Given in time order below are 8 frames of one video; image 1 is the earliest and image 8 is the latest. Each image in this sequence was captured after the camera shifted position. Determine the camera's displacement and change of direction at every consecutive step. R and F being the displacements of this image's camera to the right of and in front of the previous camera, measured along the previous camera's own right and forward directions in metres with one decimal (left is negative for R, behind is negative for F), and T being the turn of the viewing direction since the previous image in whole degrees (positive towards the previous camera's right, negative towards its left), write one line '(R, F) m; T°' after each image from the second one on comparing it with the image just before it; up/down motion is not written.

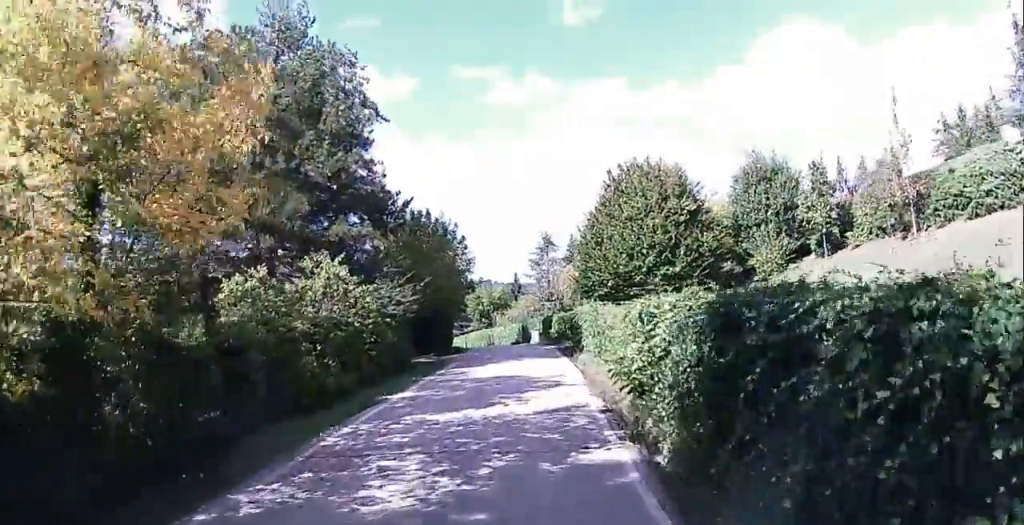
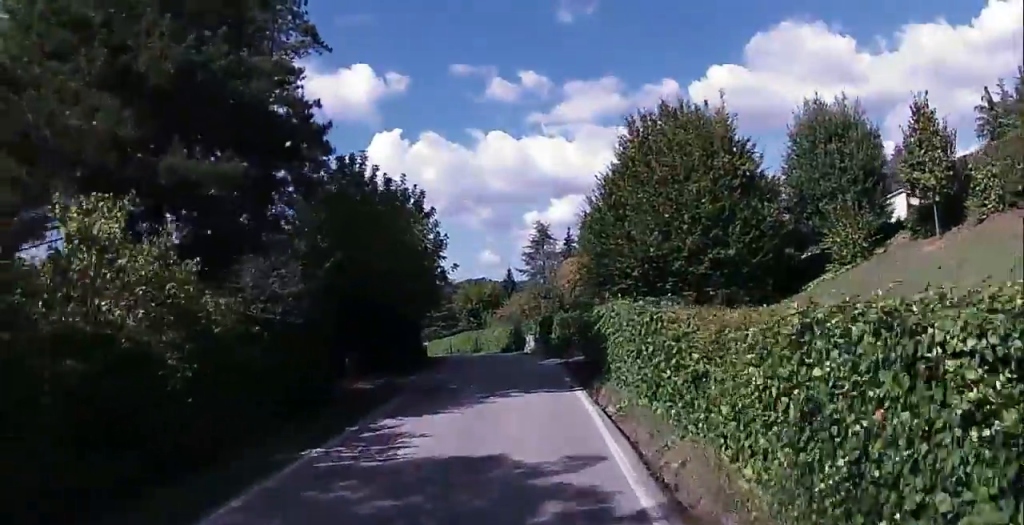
(0.0, +10.8) m; 0°
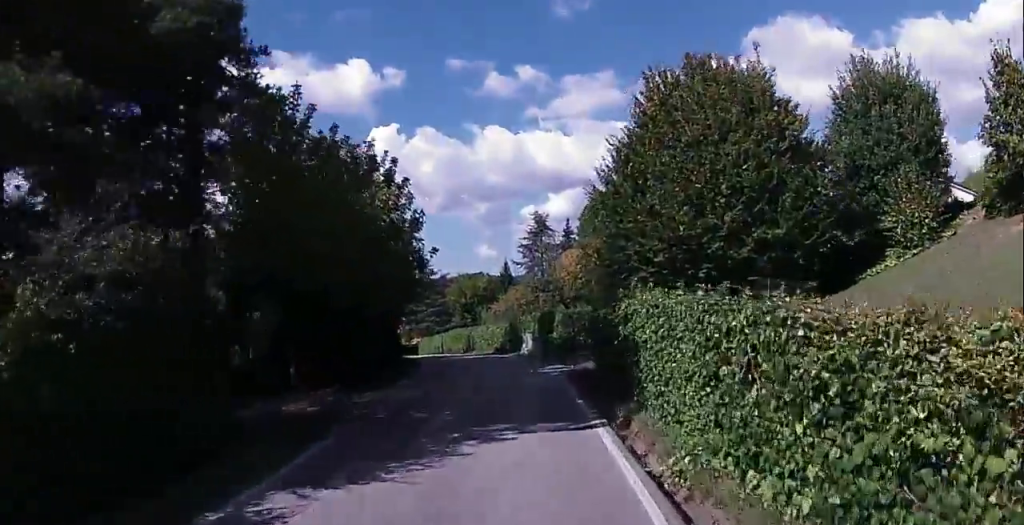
(0.0, +5.7) m; +1°
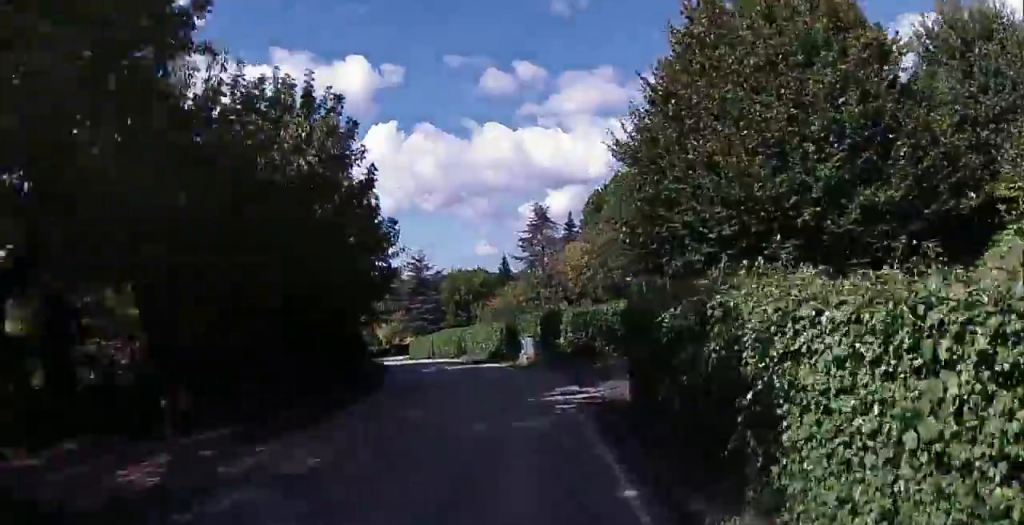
(0.0, +7.2) m; +2°
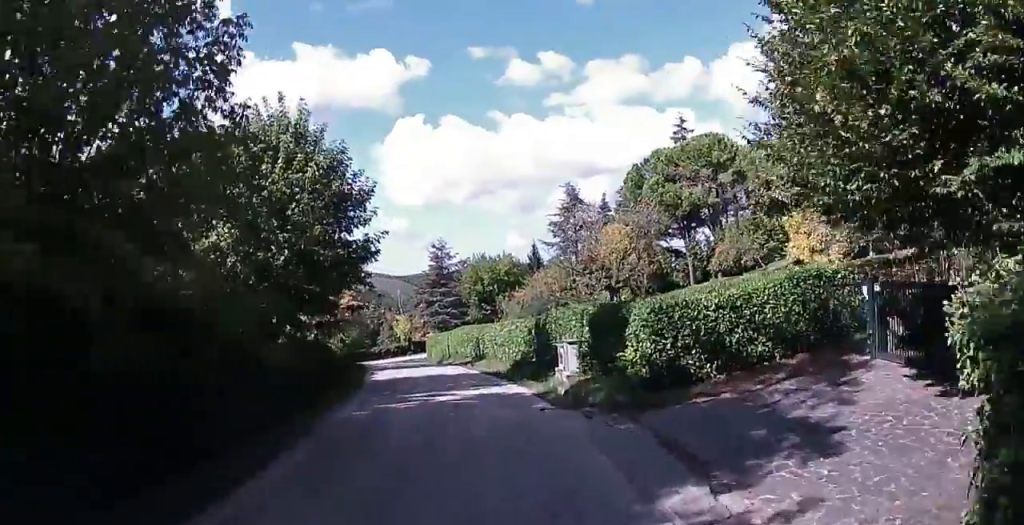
(+0.1, +10.7) m; -5°
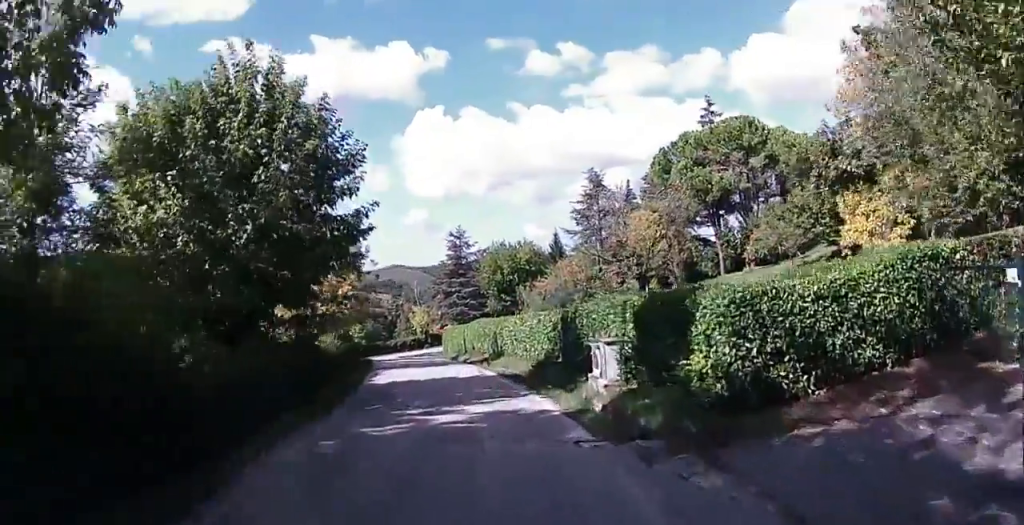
(-0.2, +4.2) m; -4°
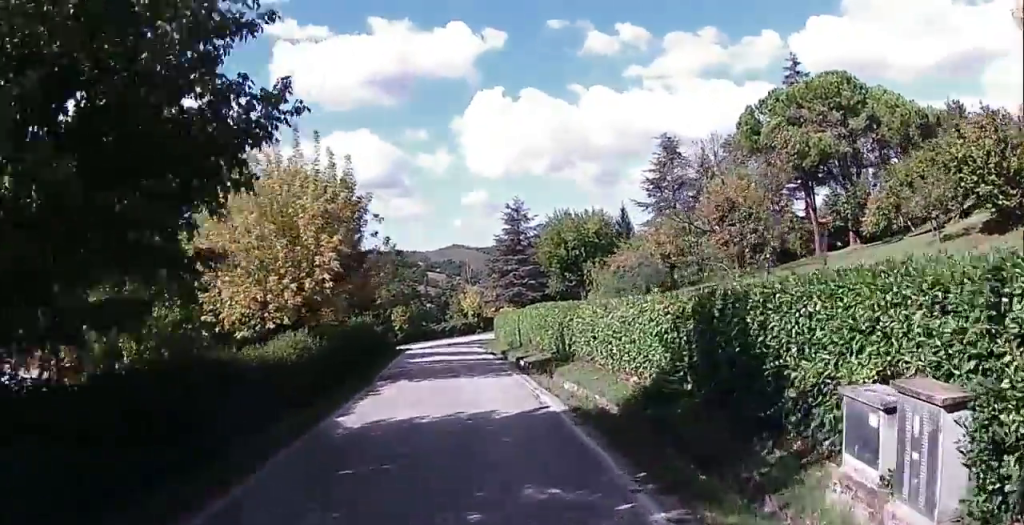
(-0.8, +11.2) m; -5°
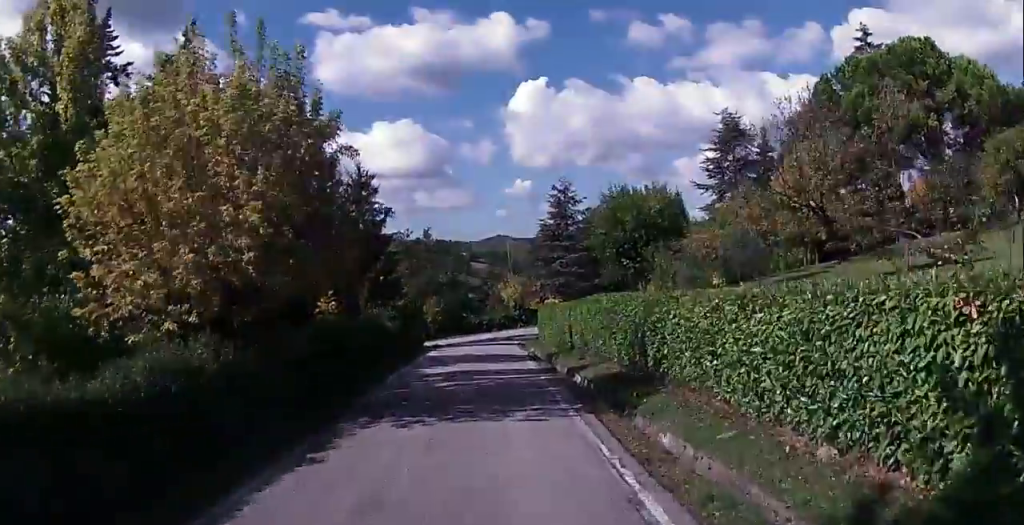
(0.0, +8.4) m; 0°
